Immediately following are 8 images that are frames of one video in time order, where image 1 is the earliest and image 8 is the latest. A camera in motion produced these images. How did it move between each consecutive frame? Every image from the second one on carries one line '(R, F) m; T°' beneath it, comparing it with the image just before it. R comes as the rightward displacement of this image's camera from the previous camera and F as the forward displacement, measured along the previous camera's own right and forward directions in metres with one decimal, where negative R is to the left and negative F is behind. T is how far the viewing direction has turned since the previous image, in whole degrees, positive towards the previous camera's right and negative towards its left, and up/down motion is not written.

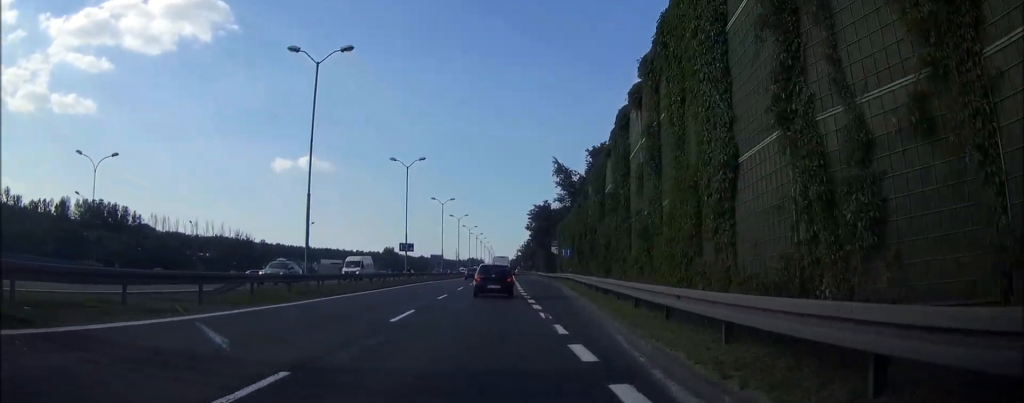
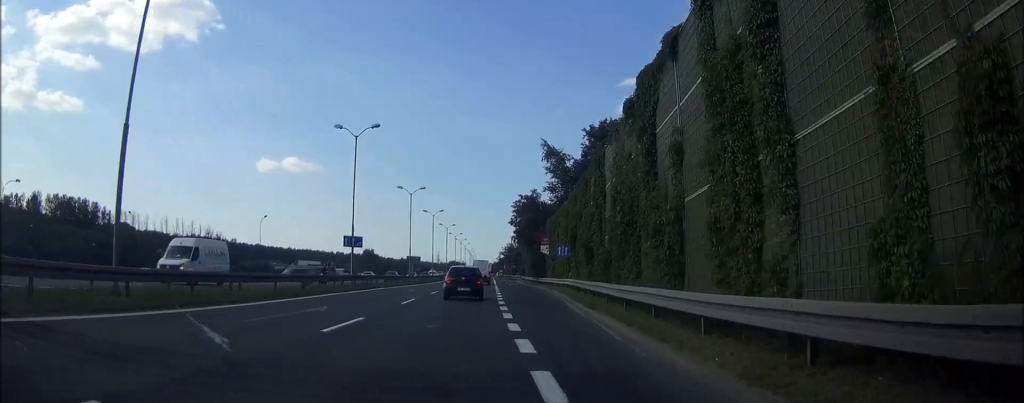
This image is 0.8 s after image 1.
(+0.2, +14.6) m; +1°
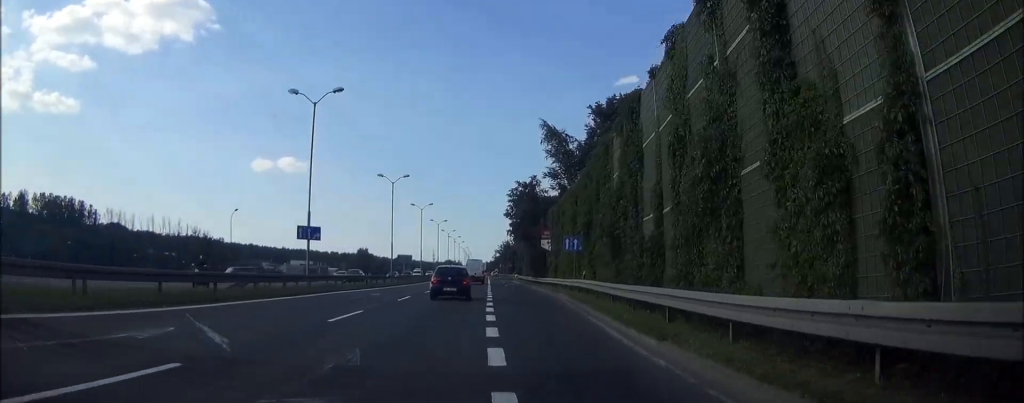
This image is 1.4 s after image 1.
(0.0, +9.3) m; 0°
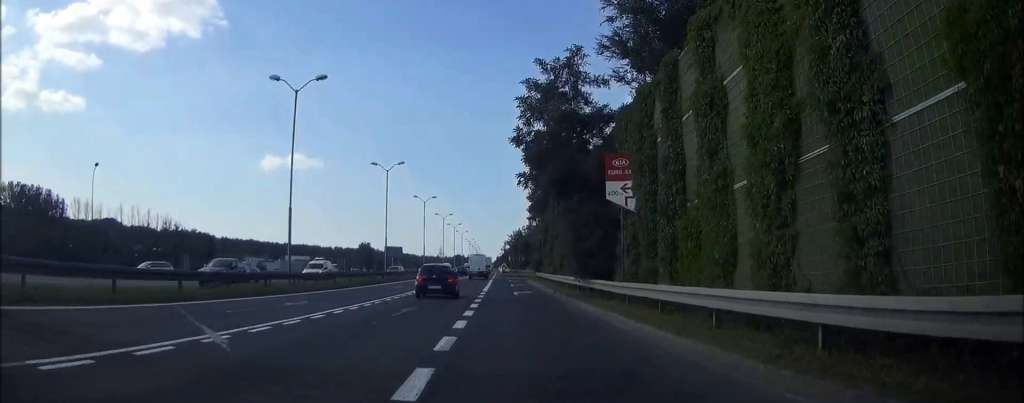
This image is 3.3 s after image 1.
(-0.1, +33.6) m; -1°
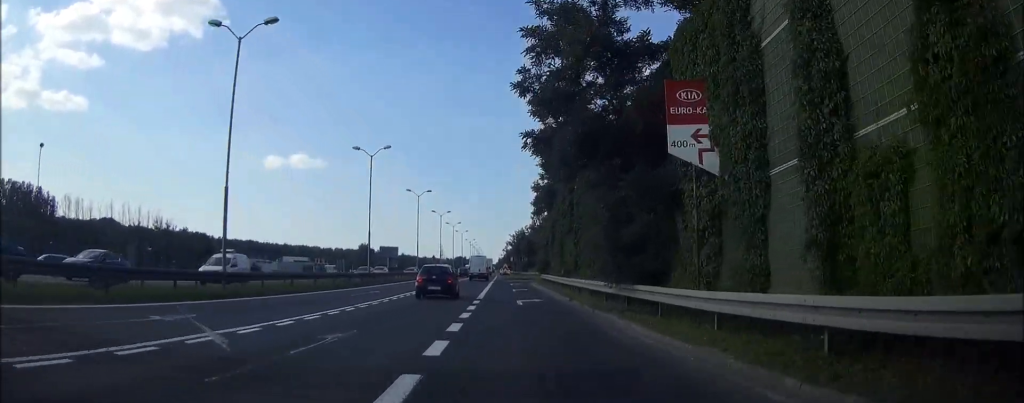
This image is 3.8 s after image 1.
(0.0, +8.2) m; 0°
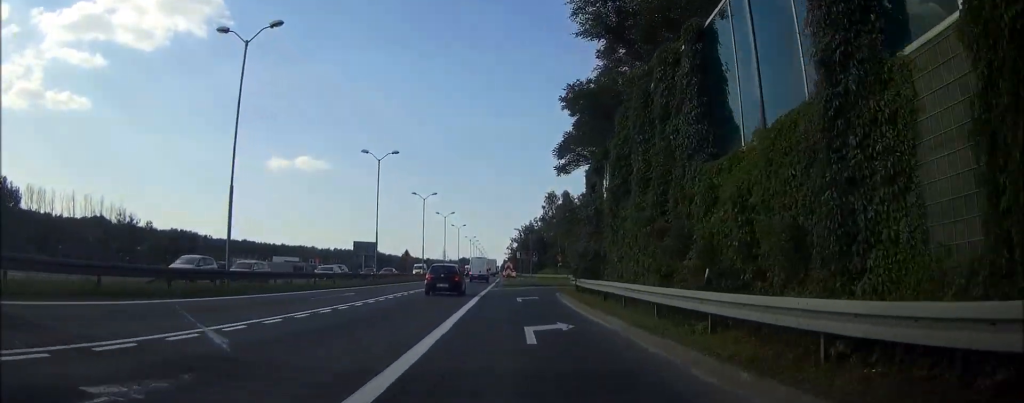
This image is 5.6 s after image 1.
(-0.1, +27.4) m; 0°
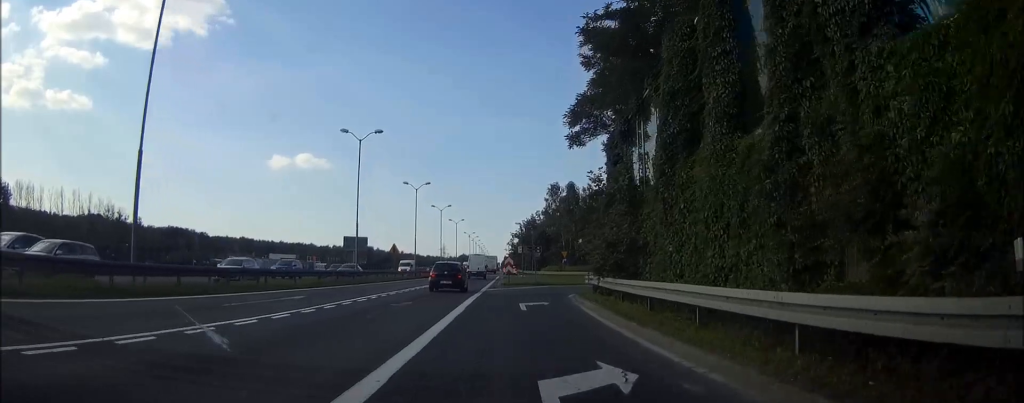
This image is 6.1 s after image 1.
(0.0, +7.0) m; 0°
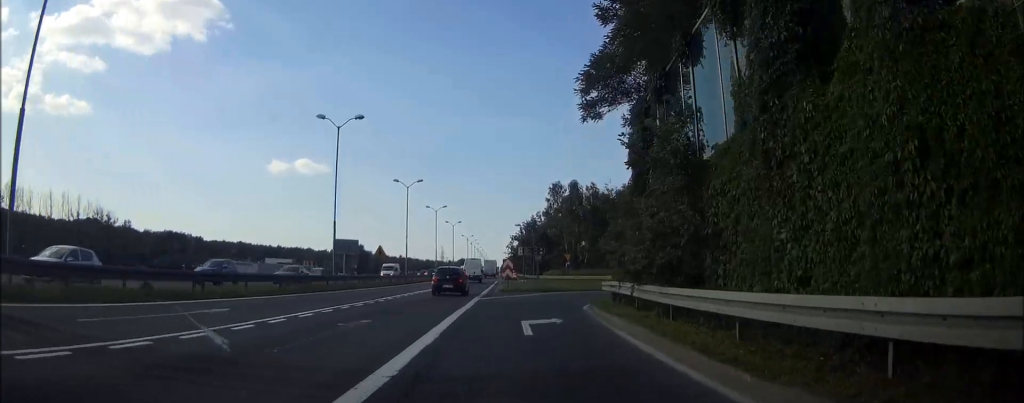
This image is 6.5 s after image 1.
(0.0, +6.0) m; 0°
